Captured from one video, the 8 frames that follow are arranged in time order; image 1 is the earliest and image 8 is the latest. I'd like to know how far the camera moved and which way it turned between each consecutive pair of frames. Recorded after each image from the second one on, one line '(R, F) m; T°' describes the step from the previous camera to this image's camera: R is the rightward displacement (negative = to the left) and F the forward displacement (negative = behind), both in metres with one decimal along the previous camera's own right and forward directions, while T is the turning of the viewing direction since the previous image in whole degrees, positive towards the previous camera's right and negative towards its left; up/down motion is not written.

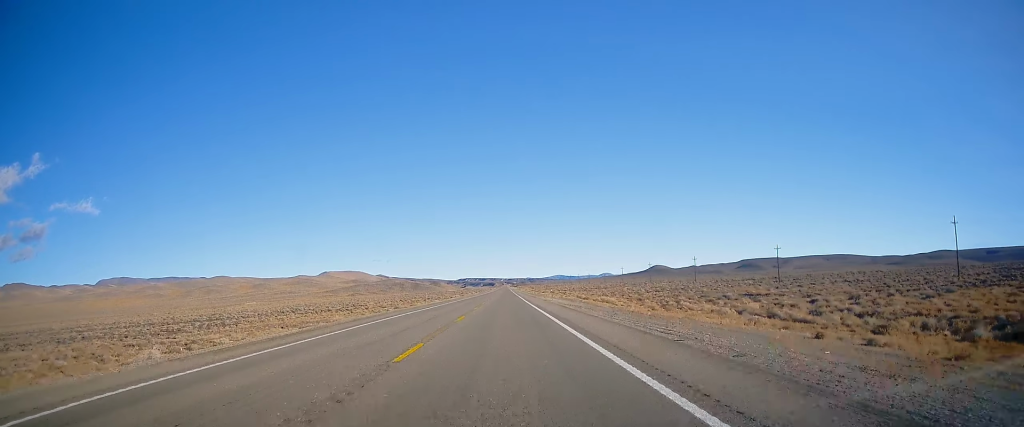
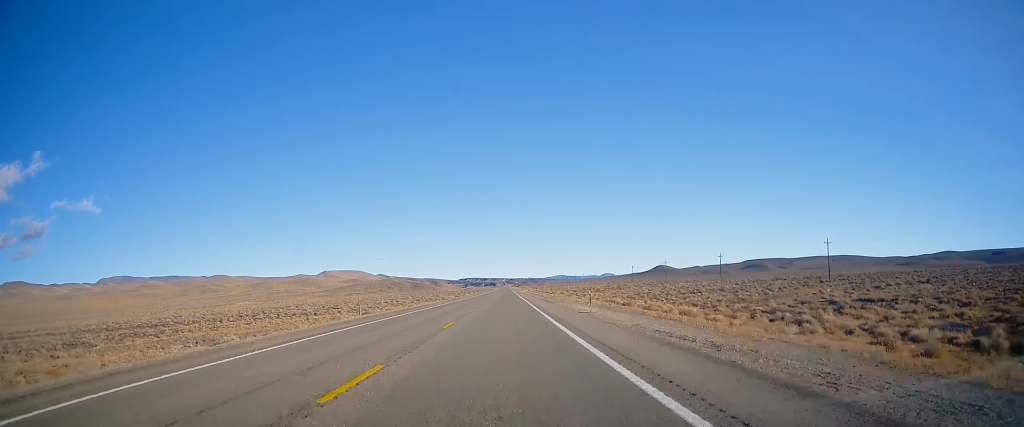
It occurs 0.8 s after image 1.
(+0.2, +28.0) m; 0°
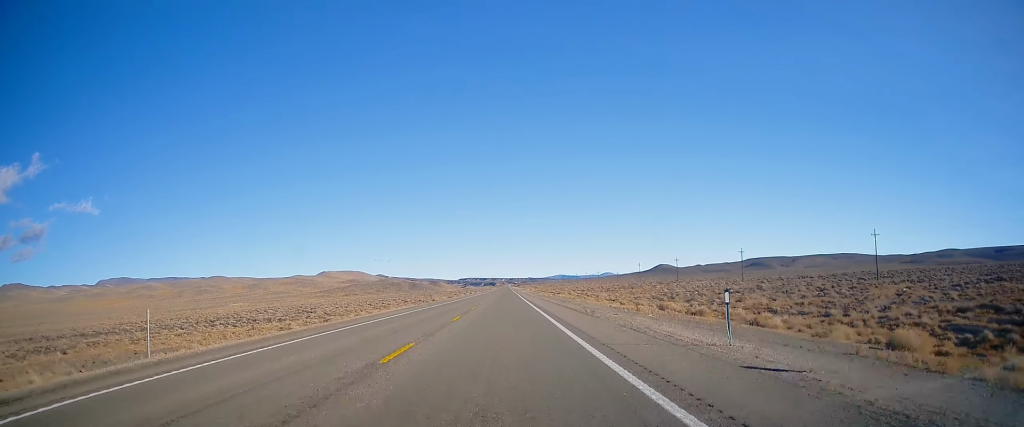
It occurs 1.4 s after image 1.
(-0.4, +21.1) m; 0°
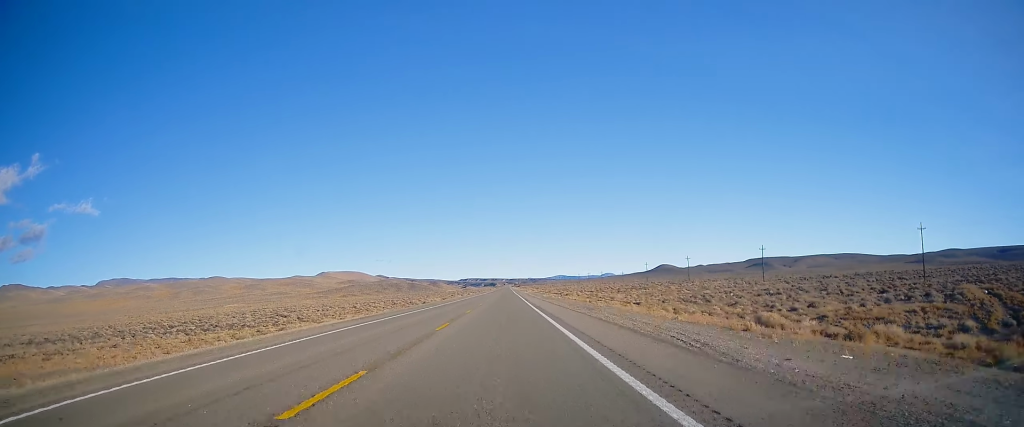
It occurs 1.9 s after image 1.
(+0.1, +16.4) m; 0°
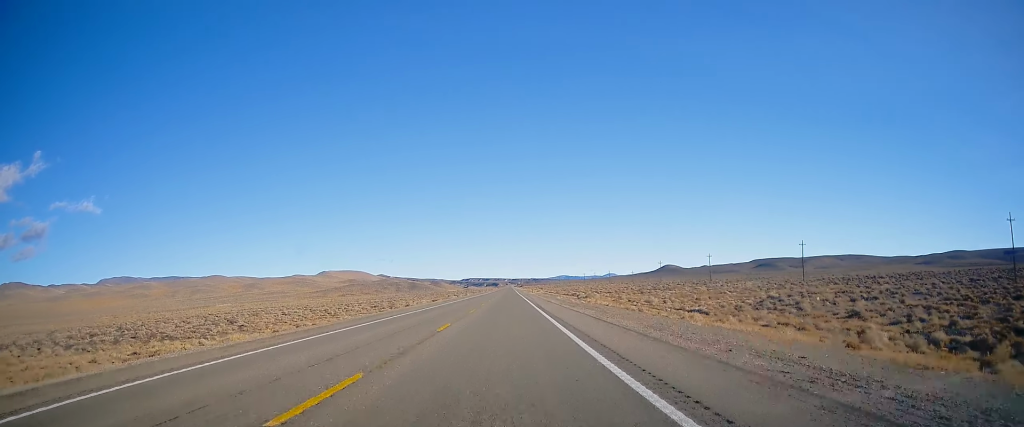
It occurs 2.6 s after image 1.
(+0.3, +24.7) m; 0°
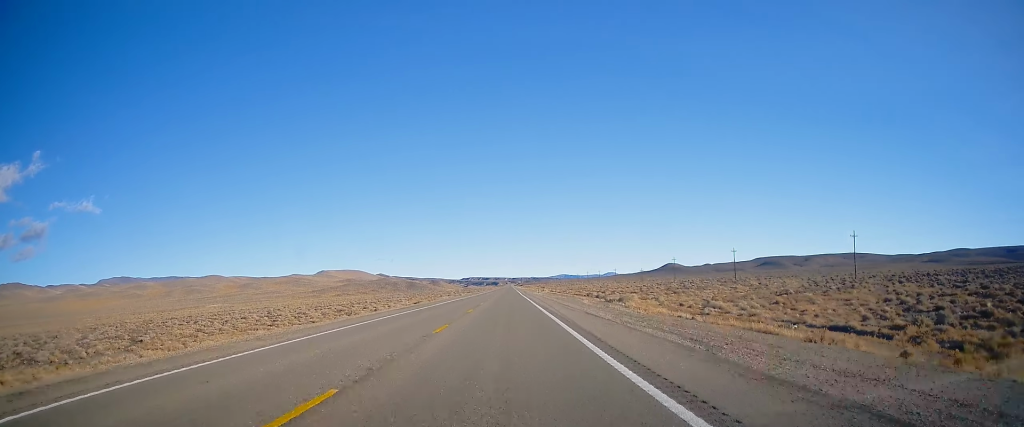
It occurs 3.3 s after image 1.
(-0.2, +25.4) m; -1°
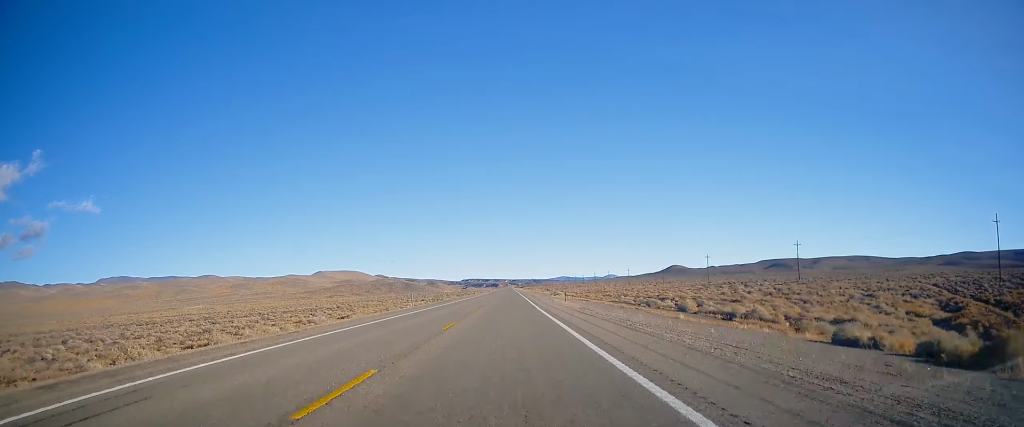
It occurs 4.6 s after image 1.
(-0.4, +46.4) m; 0°
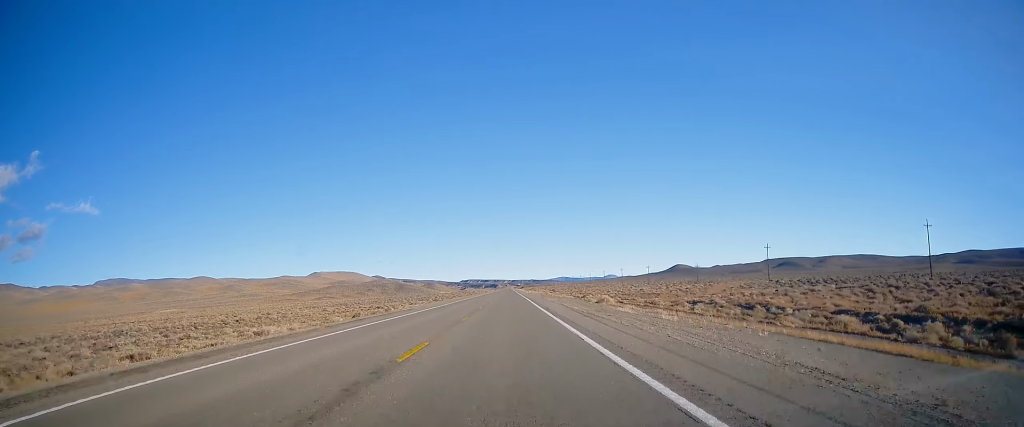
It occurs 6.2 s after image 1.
(+0.1, +55.8) m; 0°
